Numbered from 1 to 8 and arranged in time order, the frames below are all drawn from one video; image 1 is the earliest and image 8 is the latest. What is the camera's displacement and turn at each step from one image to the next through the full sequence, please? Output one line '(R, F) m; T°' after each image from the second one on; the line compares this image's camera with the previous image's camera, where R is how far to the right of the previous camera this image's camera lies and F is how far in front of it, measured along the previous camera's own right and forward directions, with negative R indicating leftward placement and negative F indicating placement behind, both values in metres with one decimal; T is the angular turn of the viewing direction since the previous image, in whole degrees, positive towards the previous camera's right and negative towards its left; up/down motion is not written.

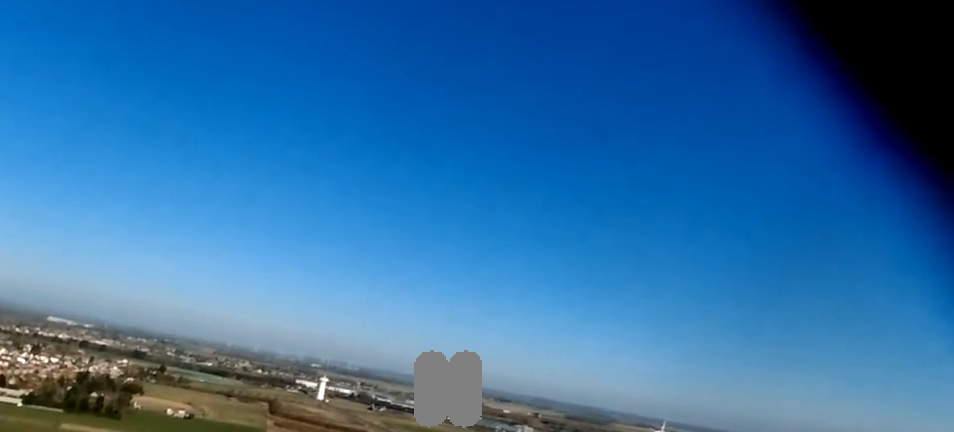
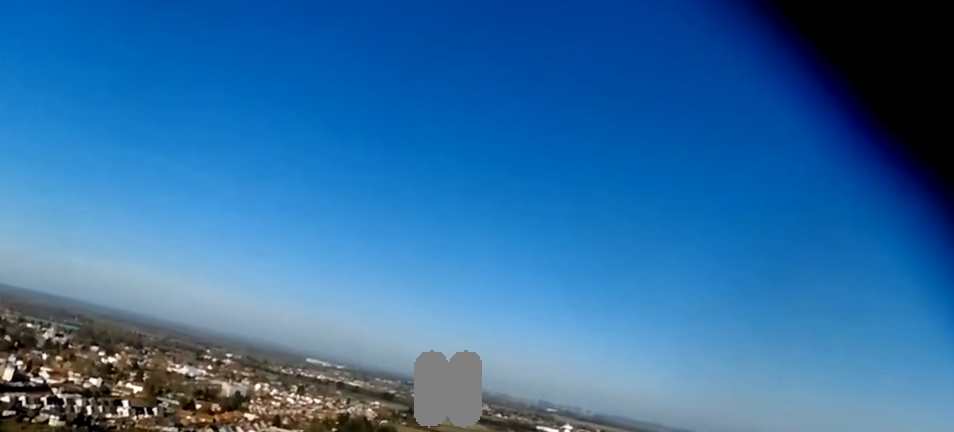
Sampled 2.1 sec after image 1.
(-5.6, +28.6) m; -24°
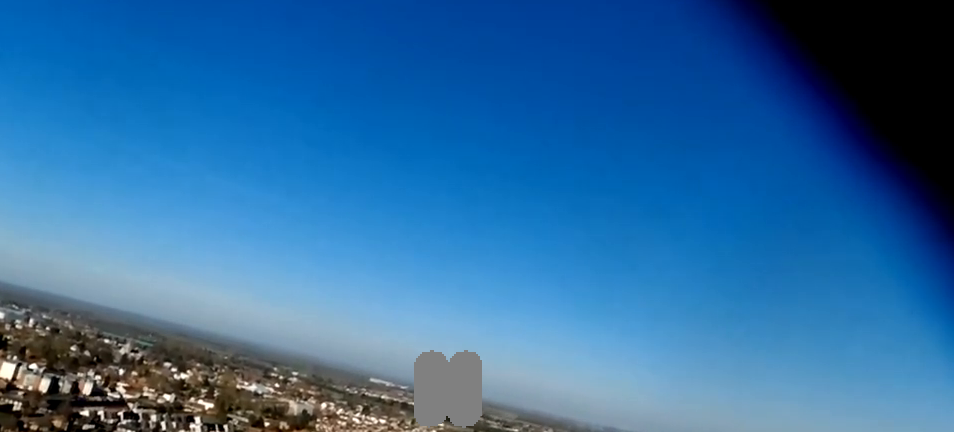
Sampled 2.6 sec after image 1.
(-0.5, +6.5) m; -7°
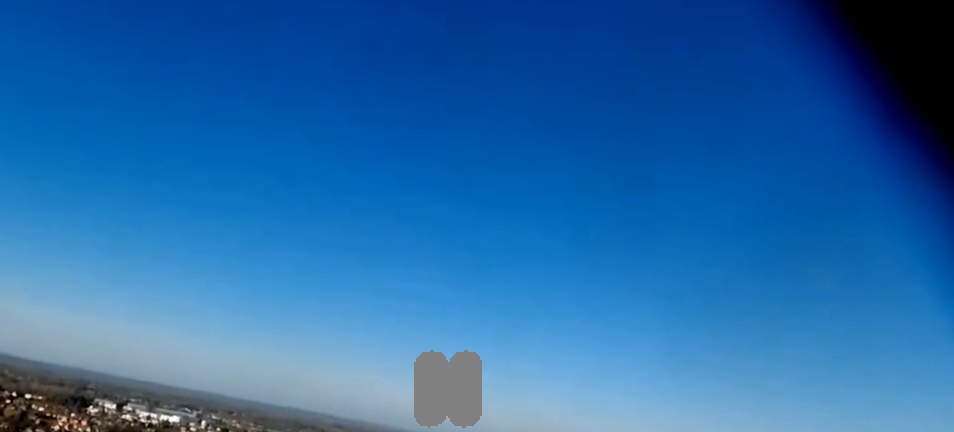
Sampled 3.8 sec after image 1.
(-1.5, +16.8) m; -13°
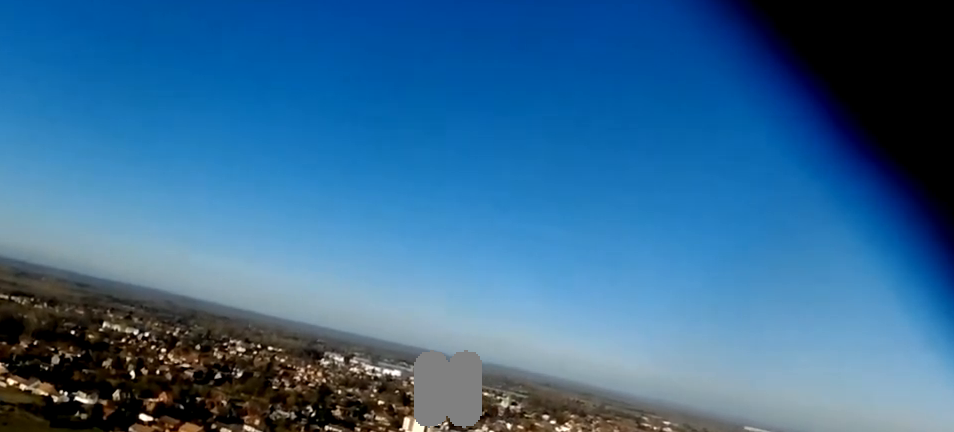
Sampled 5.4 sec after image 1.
(-3.6, +24.6) m; -15°
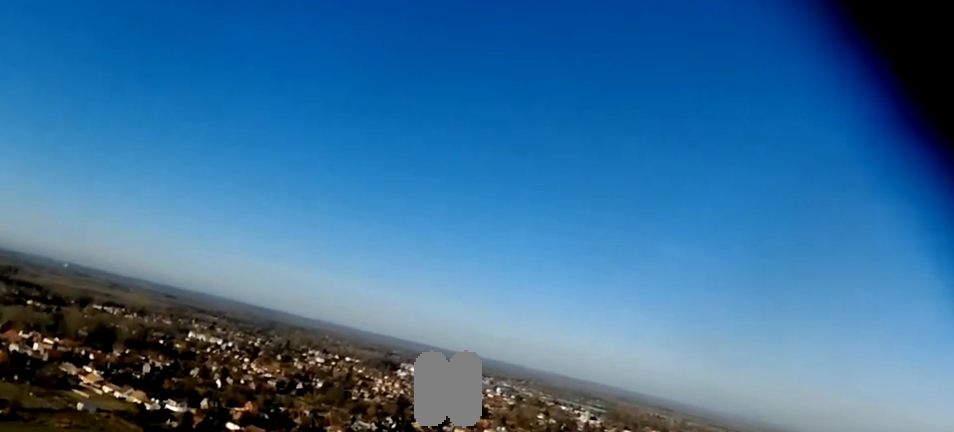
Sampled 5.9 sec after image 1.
(0.0, +6.4) m; -5°
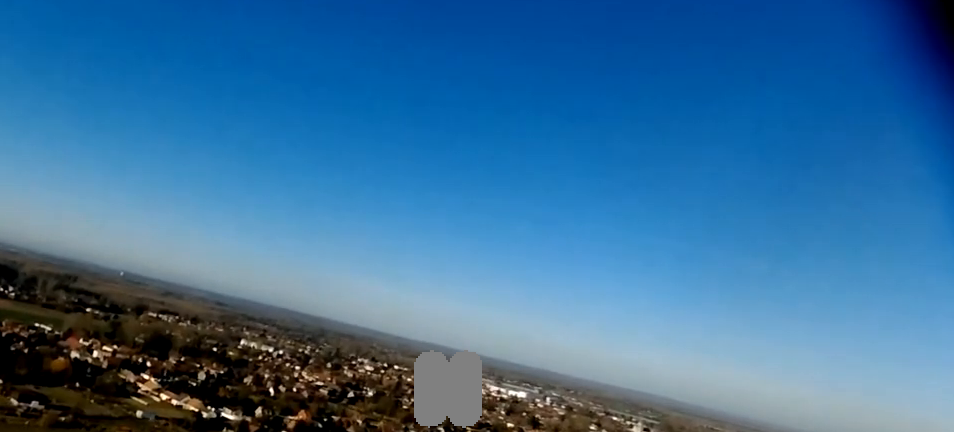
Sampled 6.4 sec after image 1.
(-0.6, +6.4) m; -6°
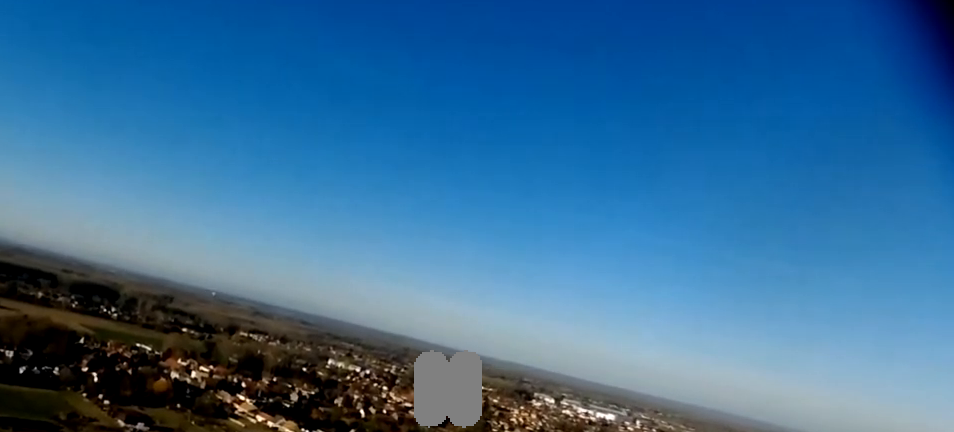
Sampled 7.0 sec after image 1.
(-0.7, +10.2) m; -7°
